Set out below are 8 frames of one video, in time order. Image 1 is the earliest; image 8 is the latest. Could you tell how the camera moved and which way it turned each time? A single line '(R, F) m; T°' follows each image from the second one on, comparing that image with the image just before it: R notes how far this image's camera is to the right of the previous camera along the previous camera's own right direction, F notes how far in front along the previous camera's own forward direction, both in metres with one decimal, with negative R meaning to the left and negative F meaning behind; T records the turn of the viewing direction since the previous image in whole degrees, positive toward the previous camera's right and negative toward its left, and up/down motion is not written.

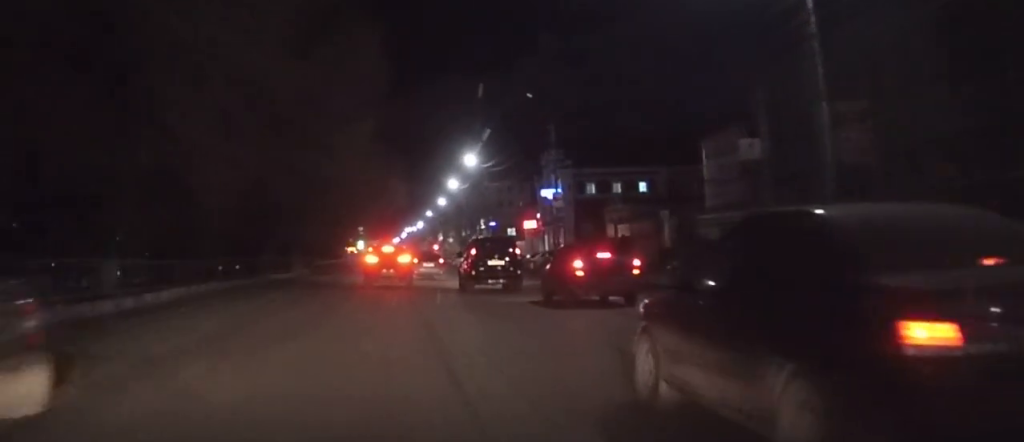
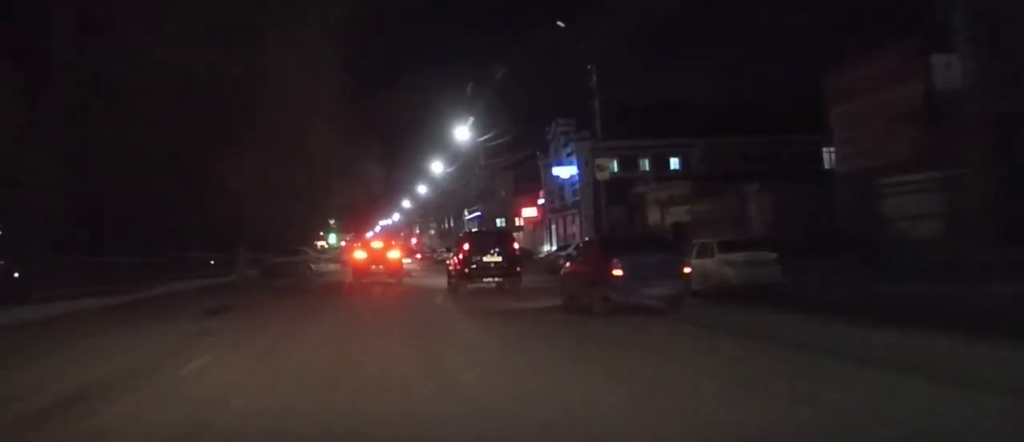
(+0.1, +12.4) m; -1°
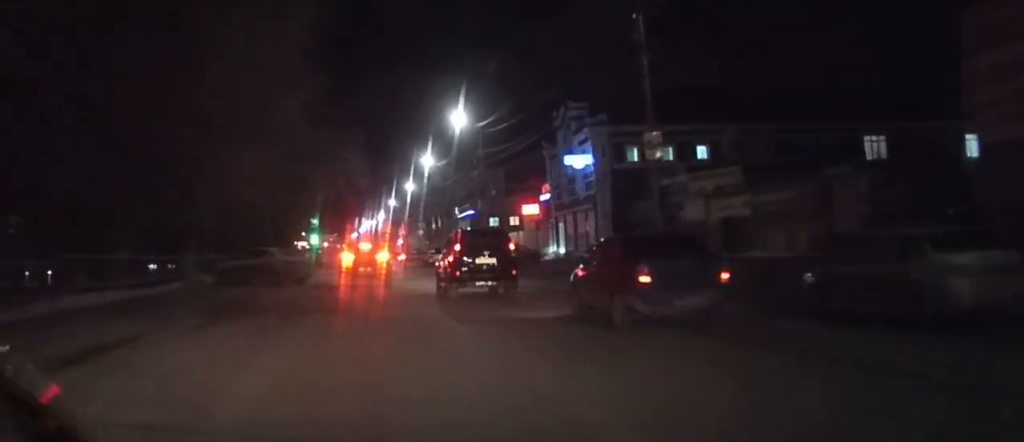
(-0.1, +6.2) m; -1°
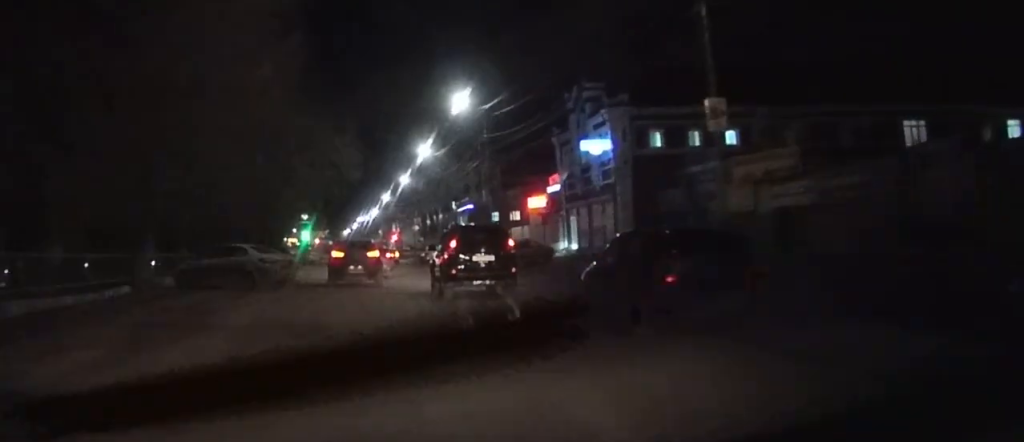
(-0.1, +4.2) m; -1°
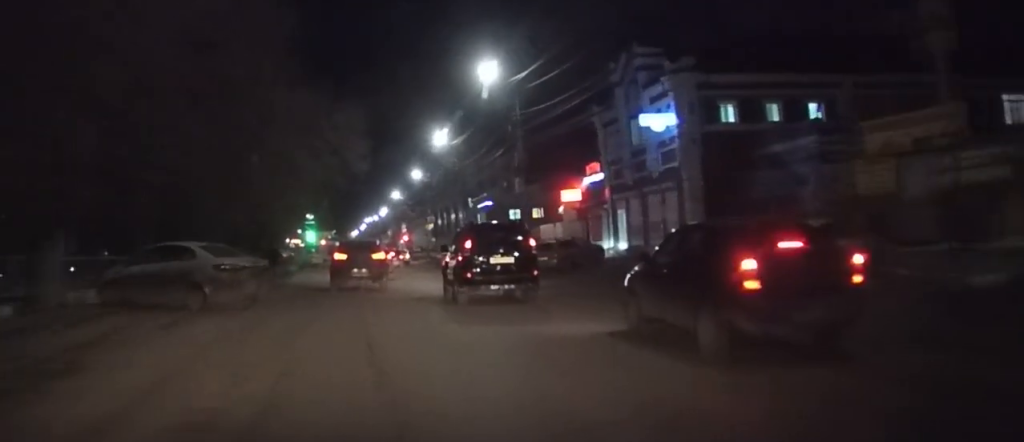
(0.0, +7.0) m; +1°
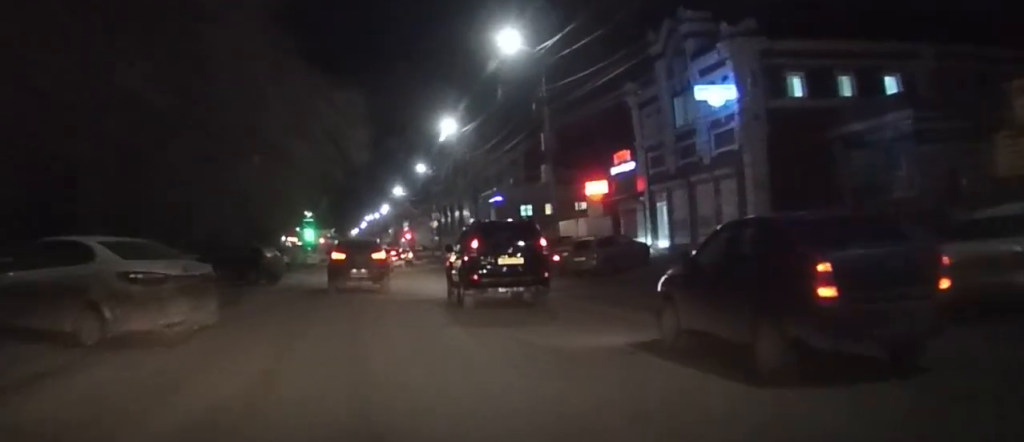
(+0.1, +5.5) m; +1°
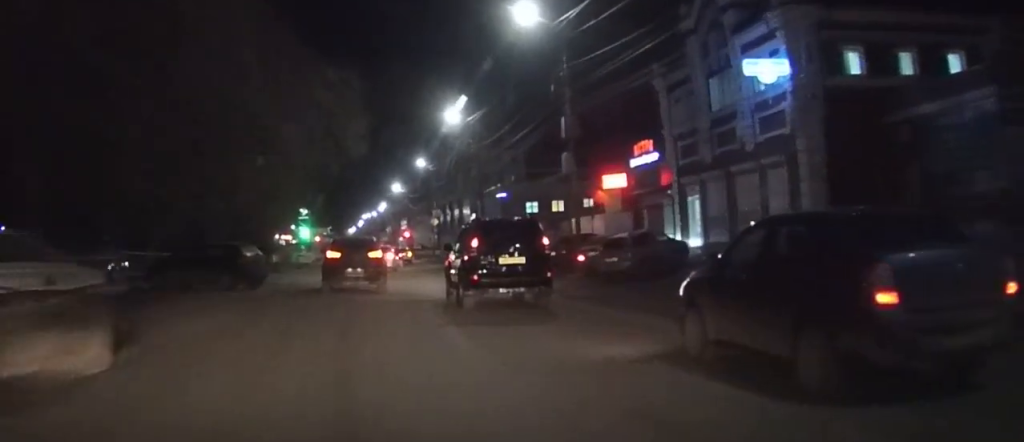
(+0.1, +4.1) m; +1°
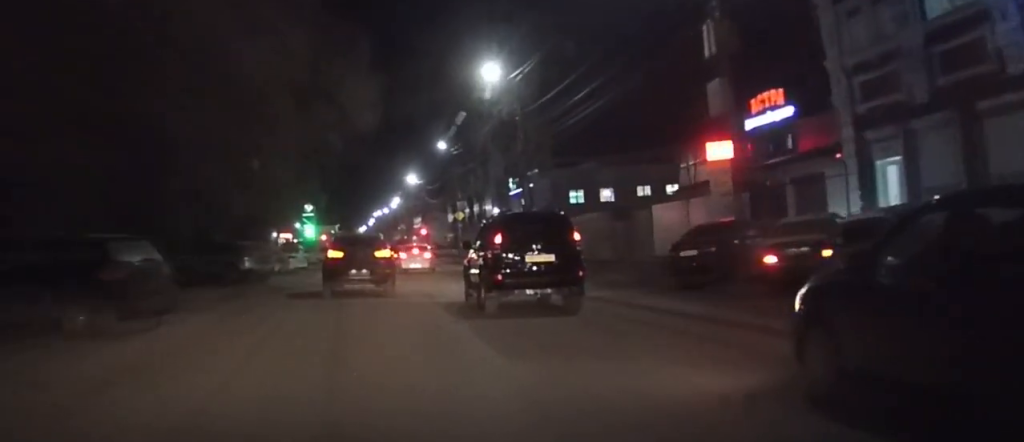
(0.0, +14.4) m; +1°
